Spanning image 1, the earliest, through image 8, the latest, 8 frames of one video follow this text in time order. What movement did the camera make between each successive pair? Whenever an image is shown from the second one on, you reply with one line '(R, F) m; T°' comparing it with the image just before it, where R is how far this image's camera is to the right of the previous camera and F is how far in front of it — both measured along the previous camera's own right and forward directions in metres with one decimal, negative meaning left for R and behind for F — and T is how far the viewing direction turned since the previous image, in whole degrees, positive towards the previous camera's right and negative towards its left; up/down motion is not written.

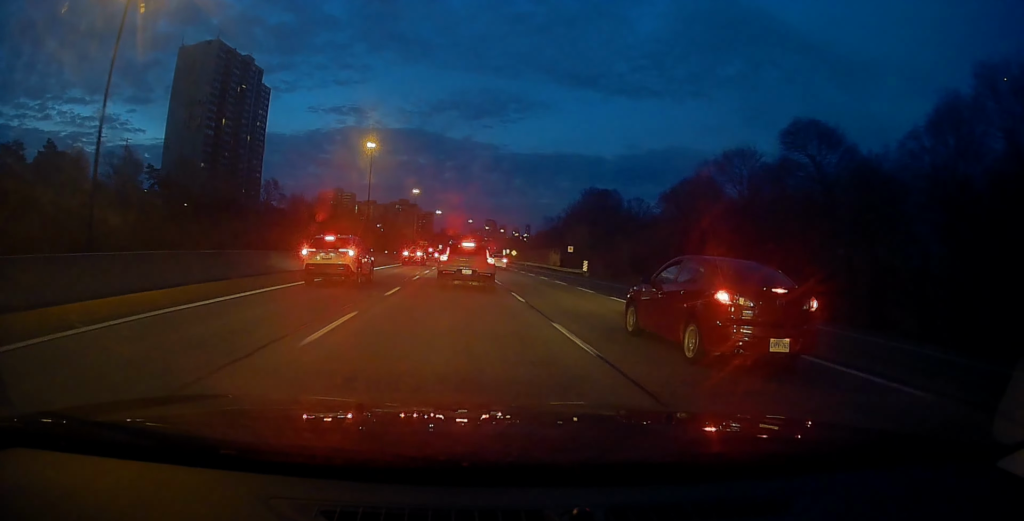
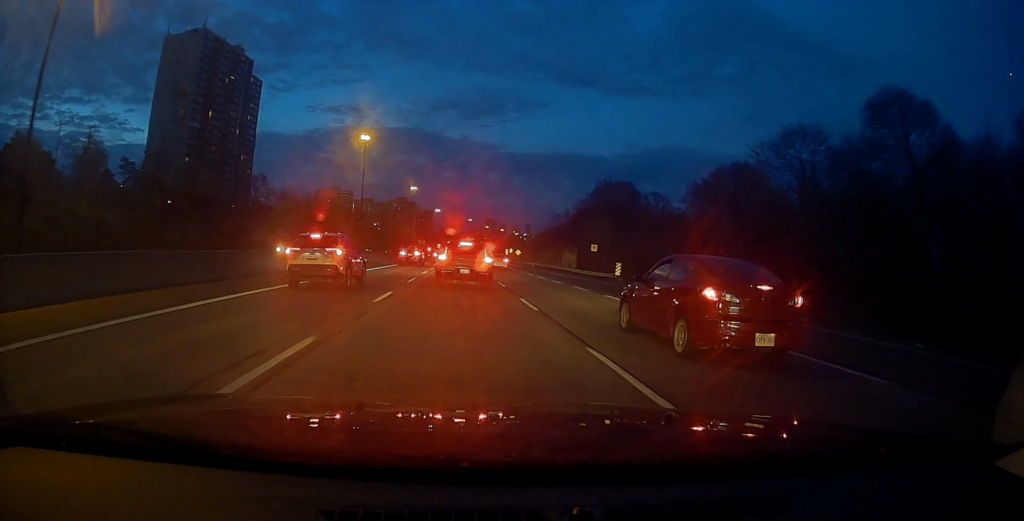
(0.0, +11.5) m; 0°
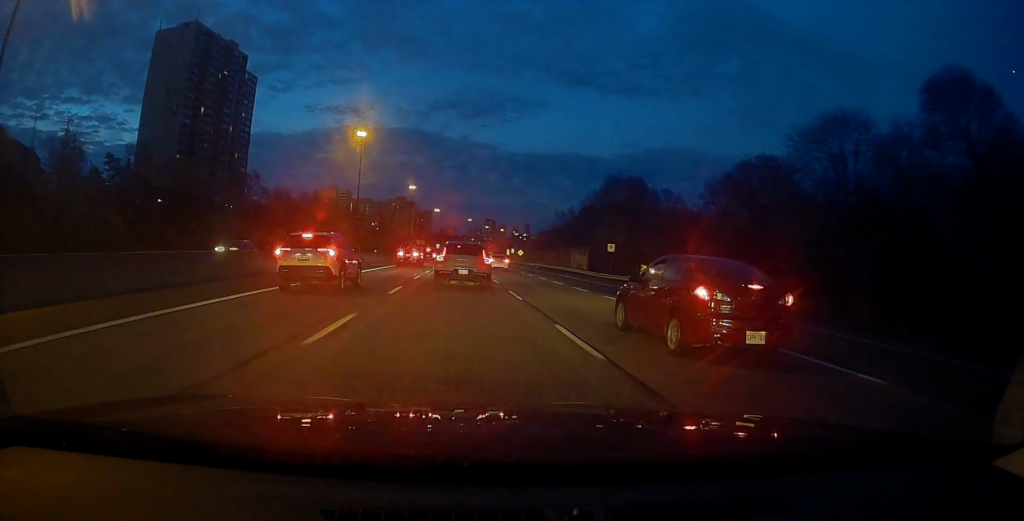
(0.0, +6.2) m; 0°
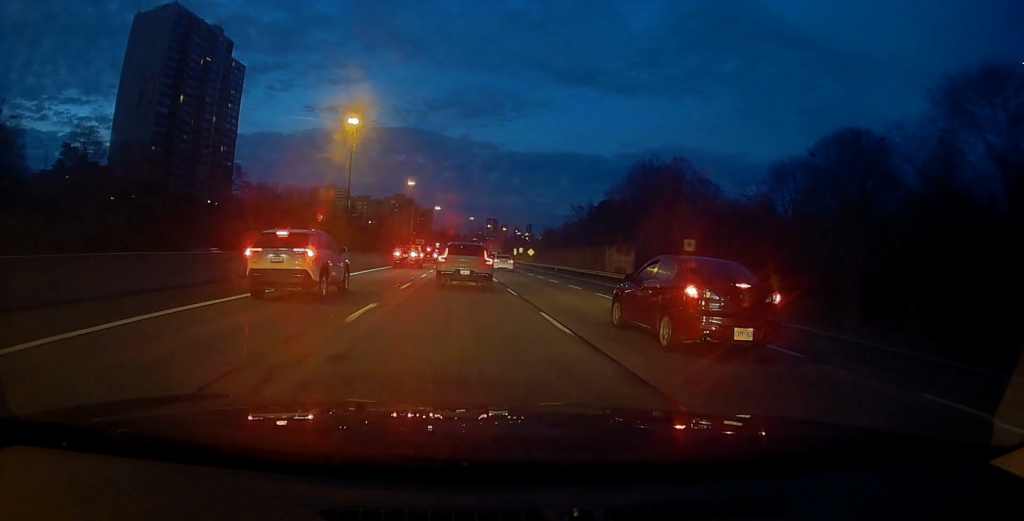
(-0.2, +16.0) m; -1°
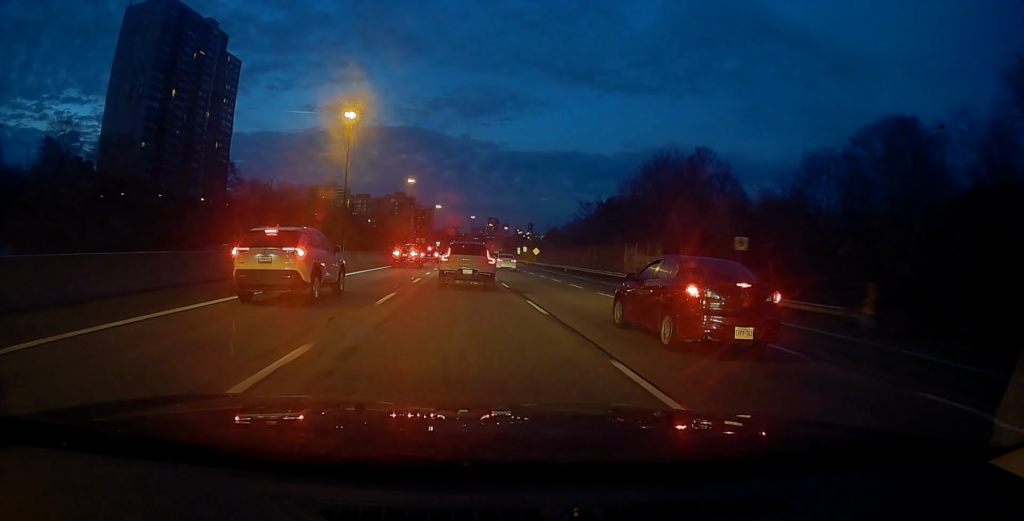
(-0.1, +5.9) m; 0°
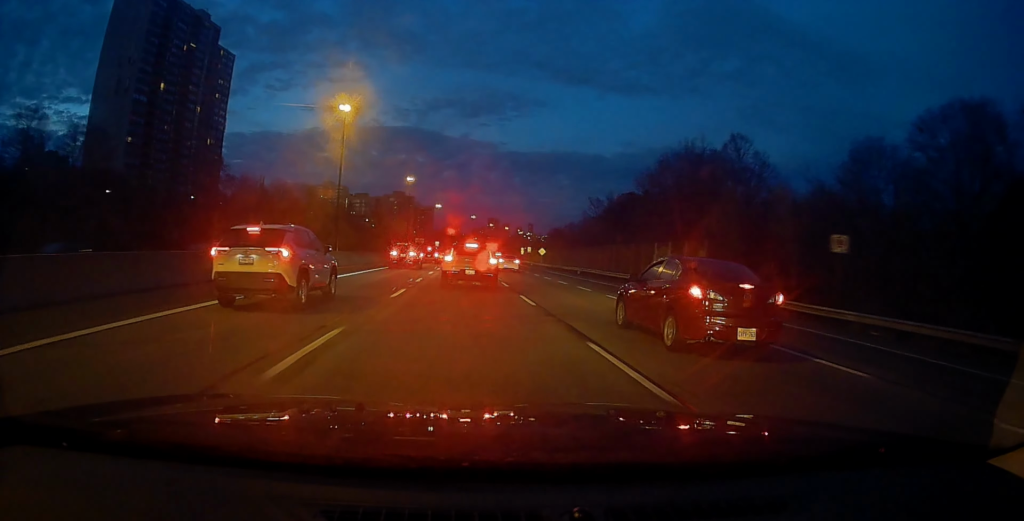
(0.0, +7.4) m; 0°
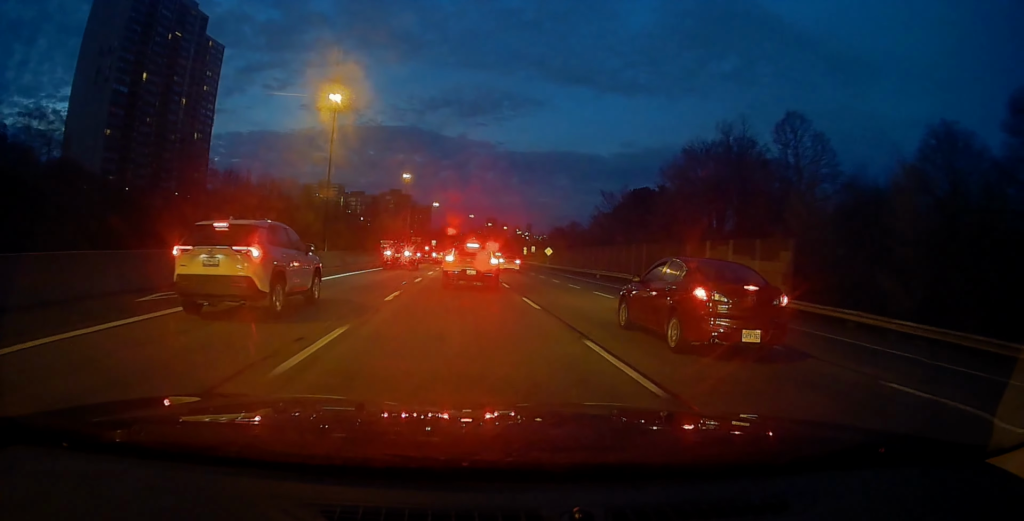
(+0.1, +9.4) m; 0°
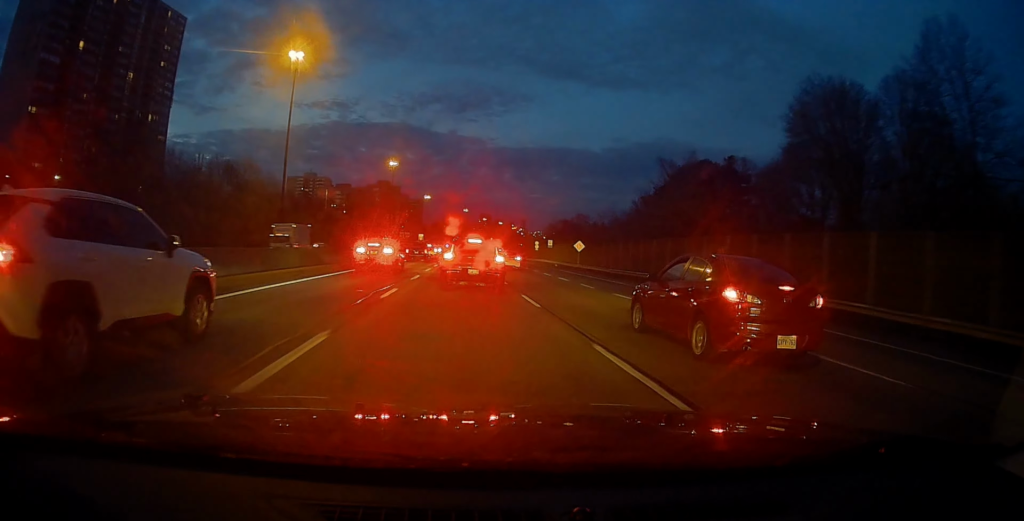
(+0.1, +27.3) m; 0°
